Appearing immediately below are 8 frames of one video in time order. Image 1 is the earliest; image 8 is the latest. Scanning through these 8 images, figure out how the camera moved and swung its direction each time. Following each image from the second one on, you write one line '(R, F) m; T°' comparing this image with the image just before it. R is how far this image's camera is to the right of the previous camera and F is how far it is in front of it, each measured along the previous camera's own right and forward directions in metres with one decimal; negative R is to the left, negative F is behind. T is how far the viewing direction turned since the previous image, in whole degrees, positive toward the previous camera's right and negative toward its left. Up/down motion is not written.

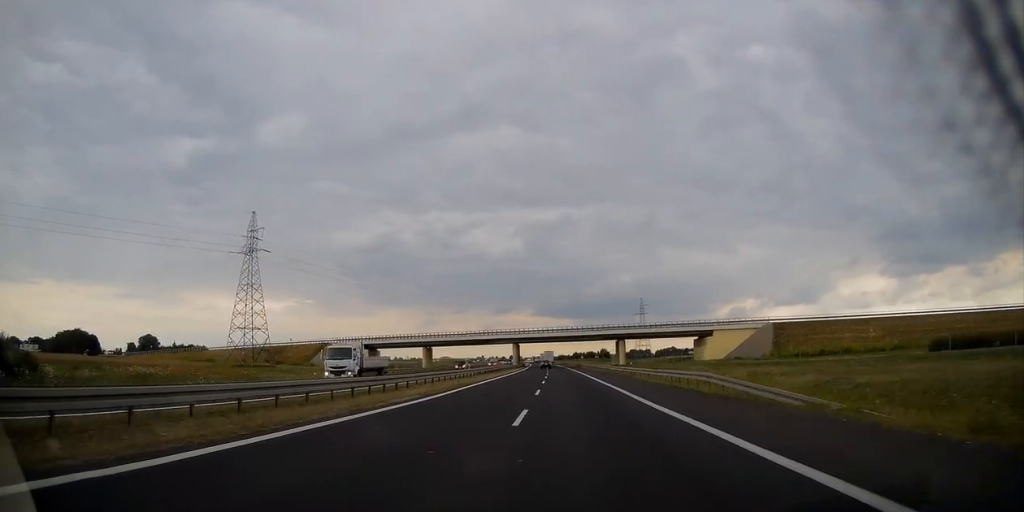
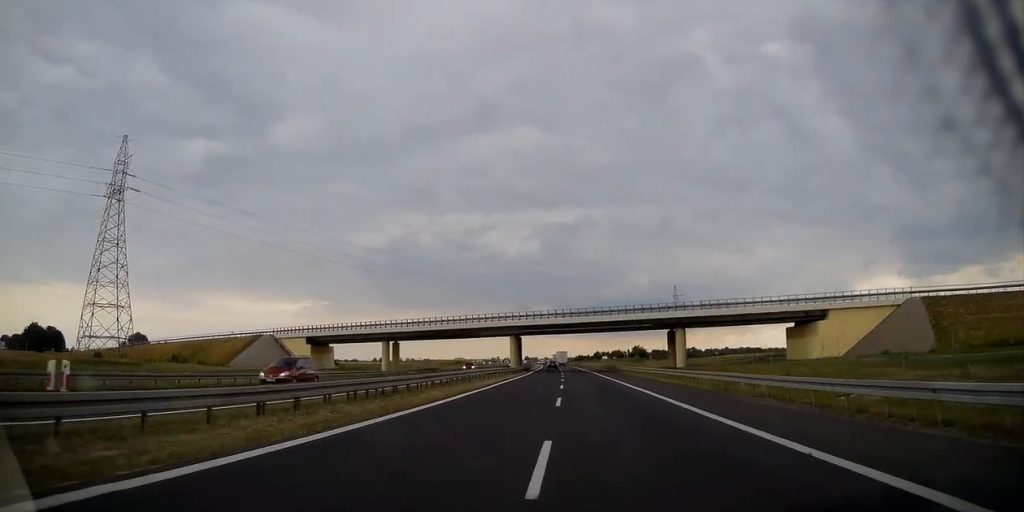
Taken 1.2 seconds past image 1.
(-0.1, +42.6) m; -1°
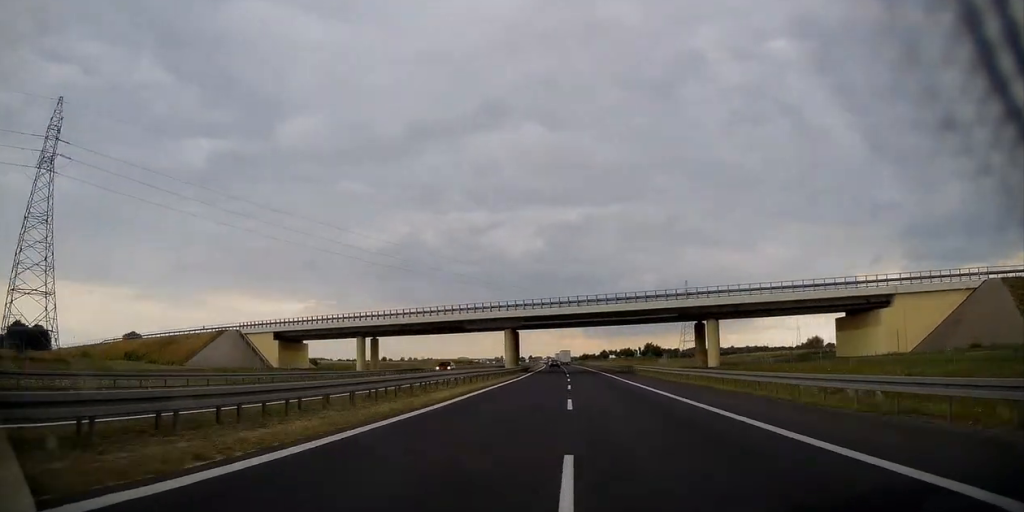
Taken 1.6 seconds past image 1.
(0.0, +13.8) m; 0°
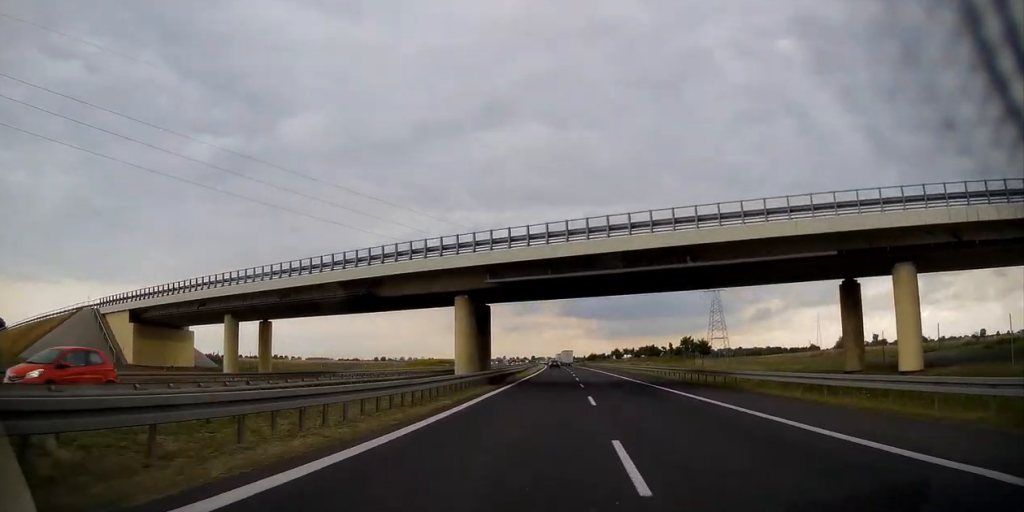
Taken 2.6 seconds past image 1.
(-0.4, +34.4) m; -1°
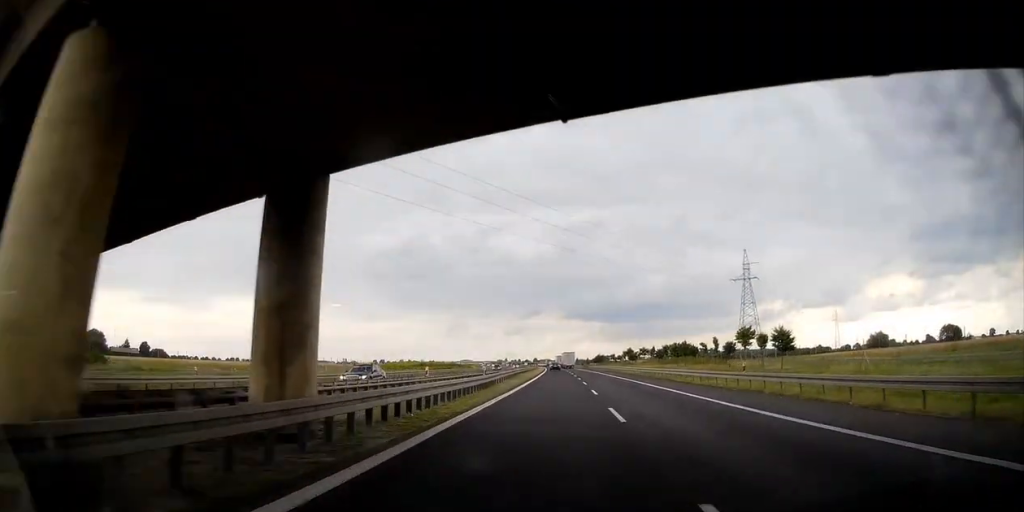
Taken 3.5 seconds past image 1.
(-0.3, +28.7) m; 0°
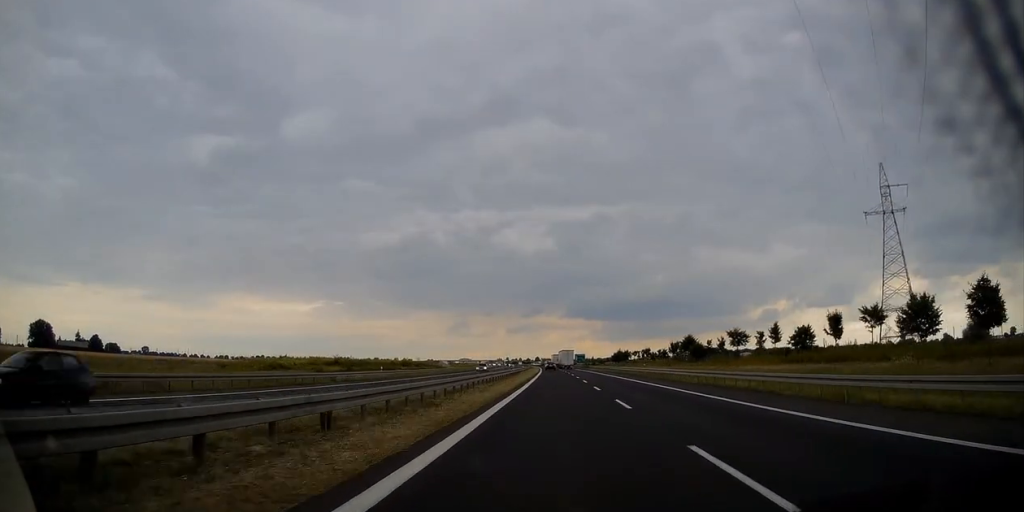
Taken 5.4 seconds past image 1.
(-0.2, +67.6) m; -1°
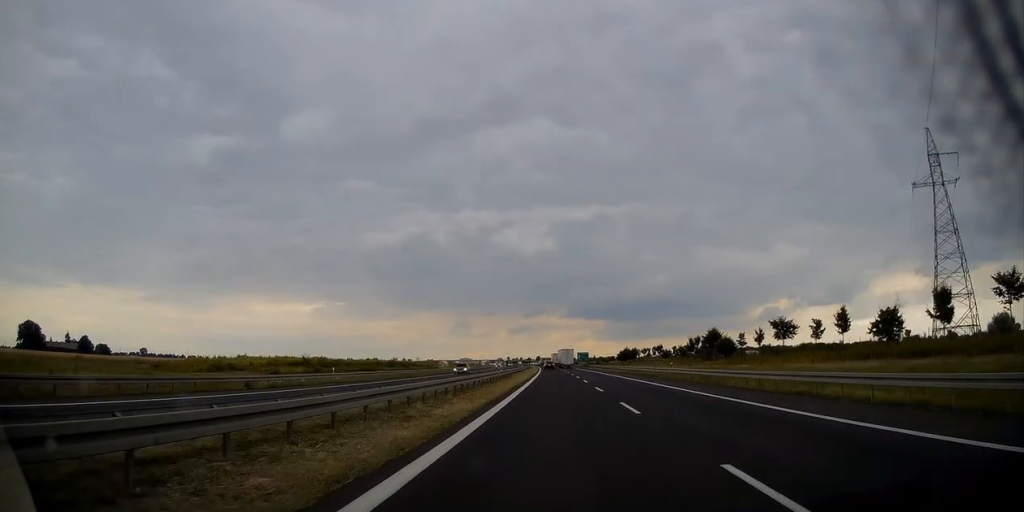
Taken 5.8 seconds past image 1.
(0.0, +13.7) m; 0°
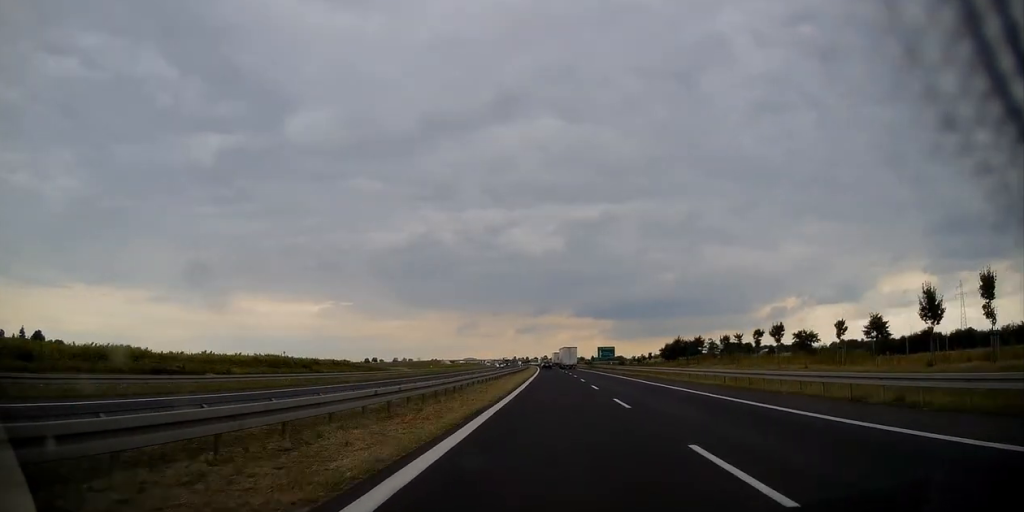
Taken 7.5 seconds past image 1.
(0.0, +58.4) m; 0°
